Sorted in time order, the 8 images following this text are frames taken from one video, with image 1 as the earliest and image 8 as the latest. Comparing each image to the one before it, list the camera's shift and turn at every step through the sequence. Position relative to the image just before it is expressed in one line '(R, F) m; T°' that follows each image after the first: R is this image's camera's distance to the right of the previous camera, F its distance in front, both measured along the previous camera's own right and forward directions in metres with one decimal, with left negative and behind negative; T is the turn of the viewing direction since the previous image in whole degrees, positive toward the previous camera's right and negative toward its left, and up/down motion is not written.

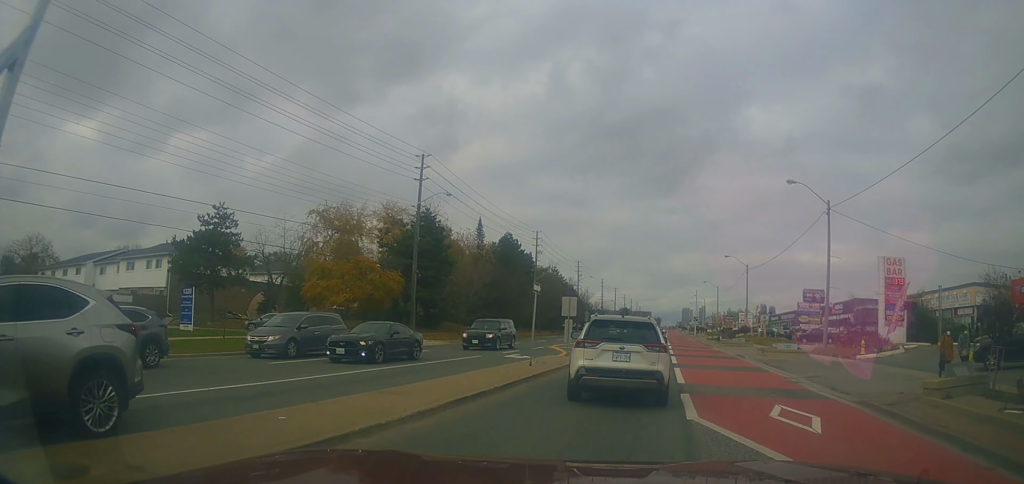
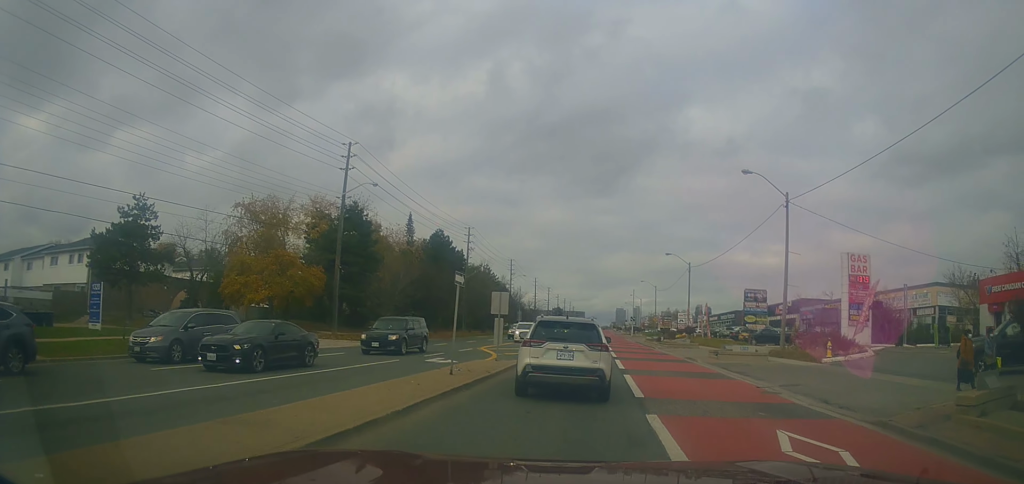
(+0.1, +2.9) m; +7°
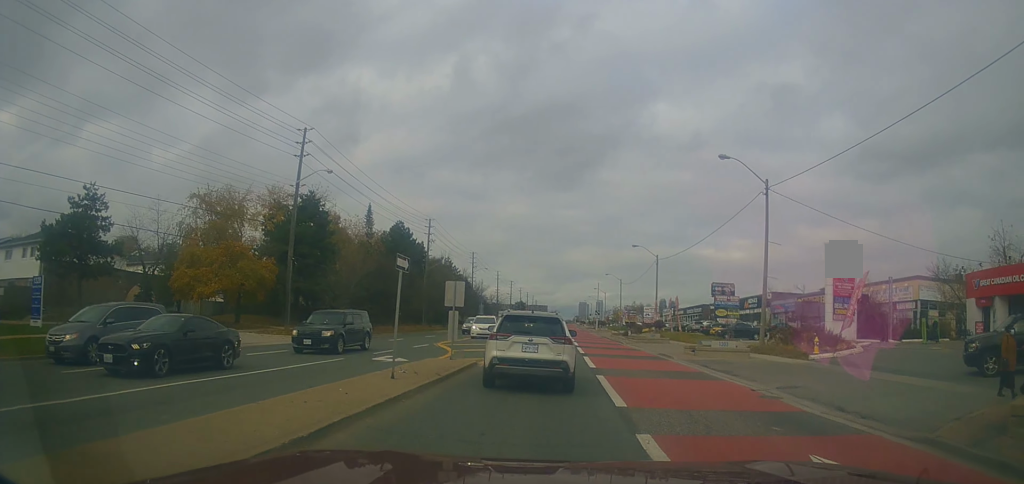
(+0.1, +2.2) m; +4°
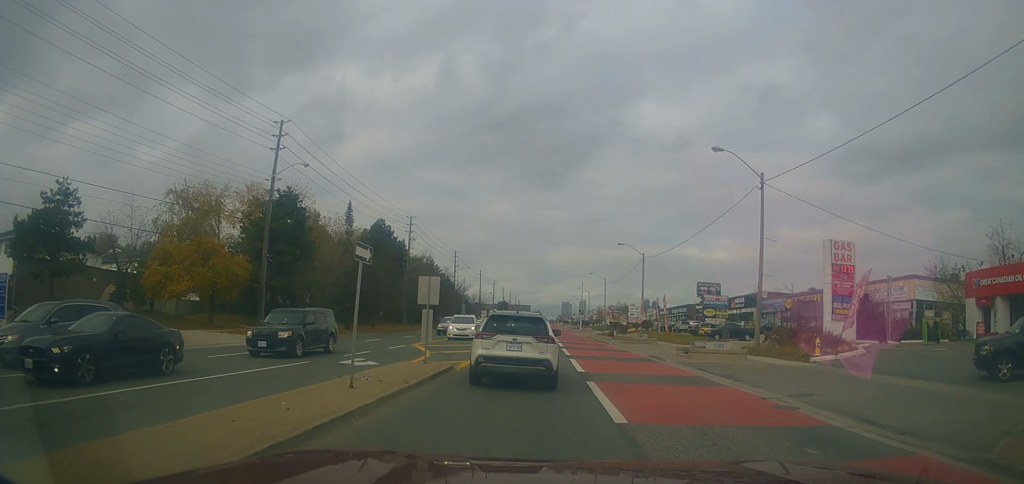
(+0.1, +1.7) m; +2°
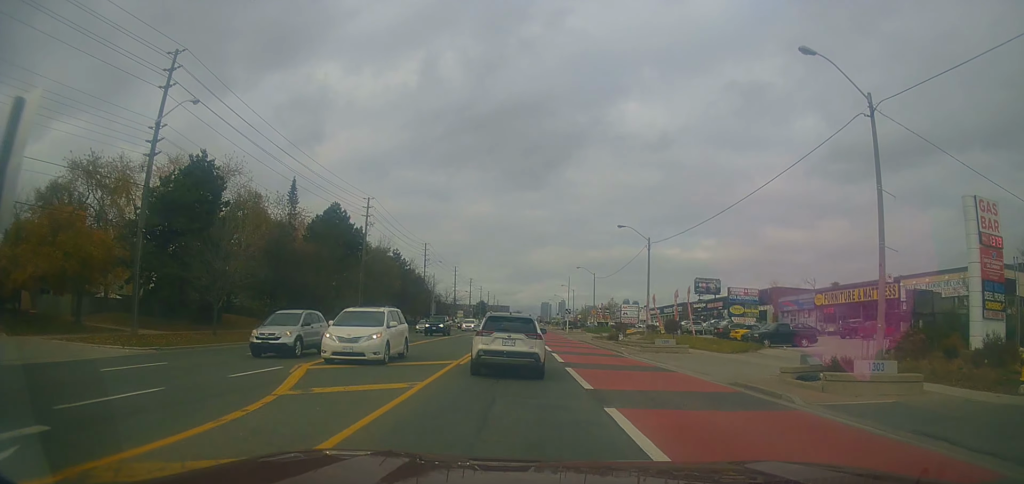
(+0.6, +13.7) m; +6°
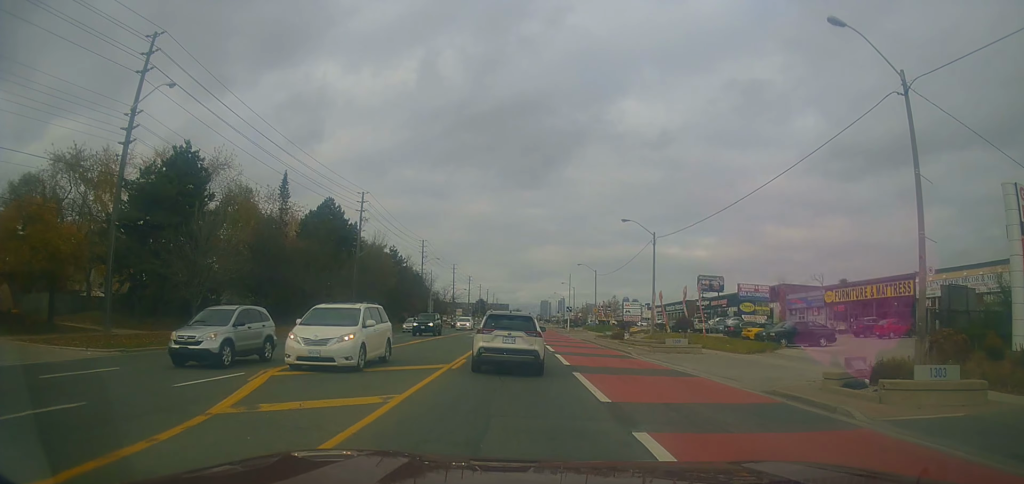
(0.0, +2.4) m; +2°
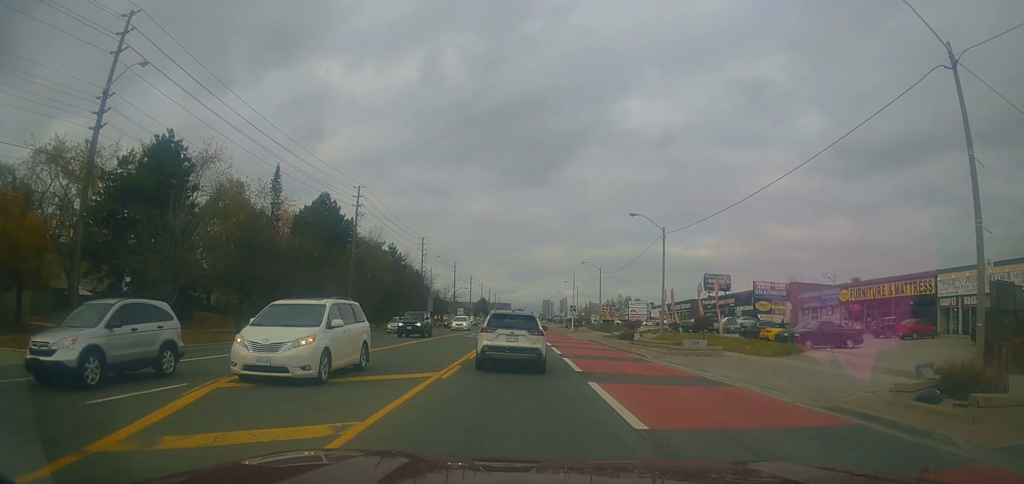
(+0.1, +2.8) m; -2°
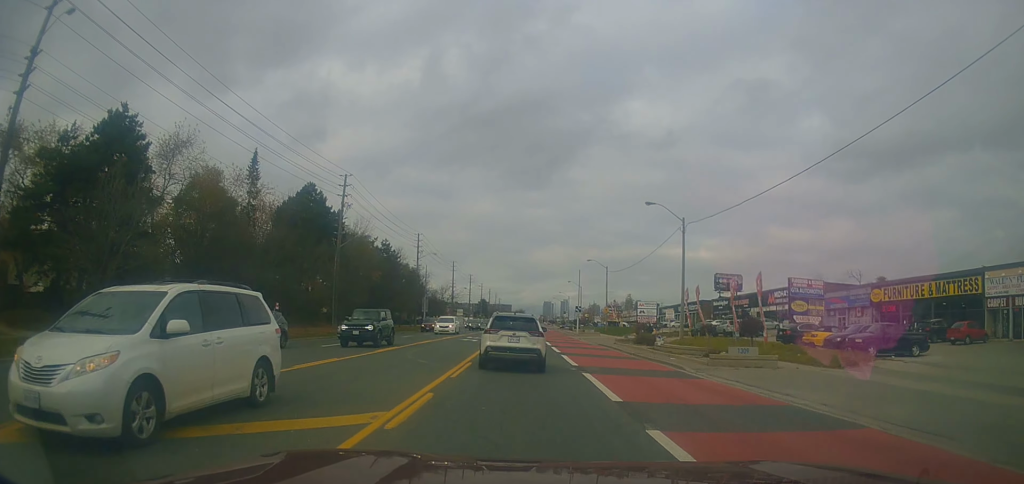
(-0.3, +5.9) m; -3°
